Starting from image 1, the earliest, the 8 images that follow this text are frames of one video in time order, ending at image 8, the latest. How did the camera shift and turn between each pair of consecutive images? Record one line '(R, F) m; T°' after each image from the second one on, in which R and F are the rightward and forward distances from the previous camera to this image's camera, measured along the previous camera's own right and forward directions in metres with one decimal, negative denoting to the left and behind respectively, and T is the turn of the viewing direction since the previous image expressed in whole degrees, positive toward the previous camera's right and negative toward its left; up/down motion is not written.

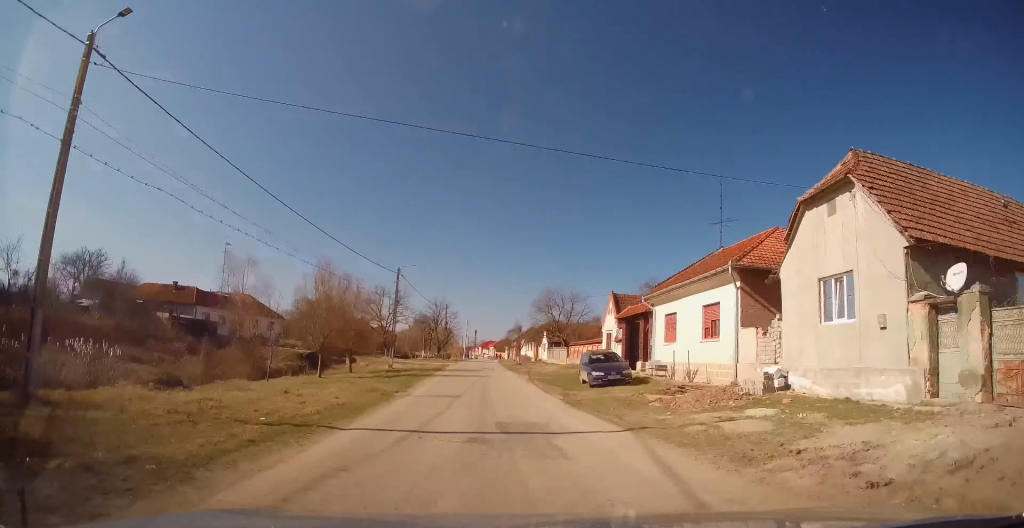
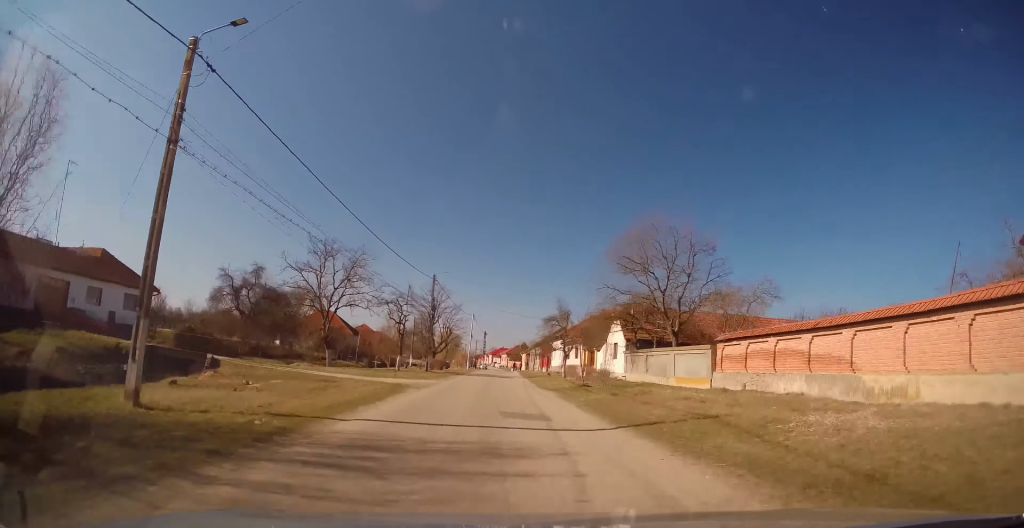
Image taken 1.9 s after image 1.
(-0.2, +34.2) m; -1°
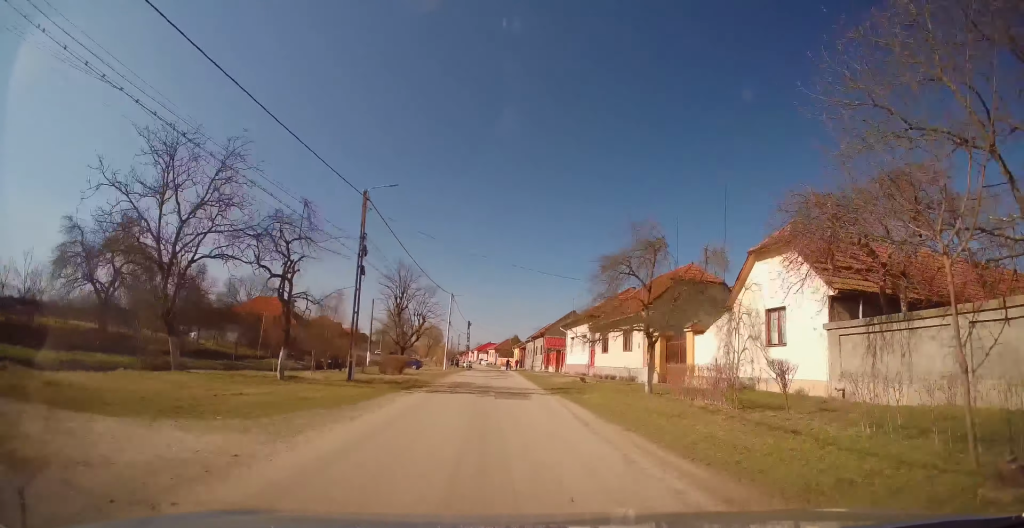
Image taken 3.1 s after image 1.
(+0.1, +22.8) m; +1°
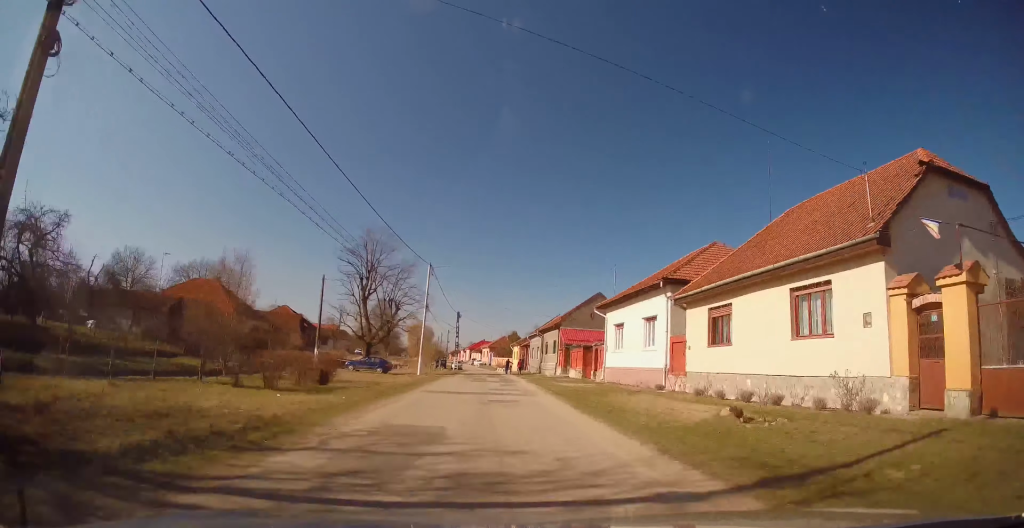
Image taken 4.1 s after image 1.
(-0.1, +18.2) m; +1°
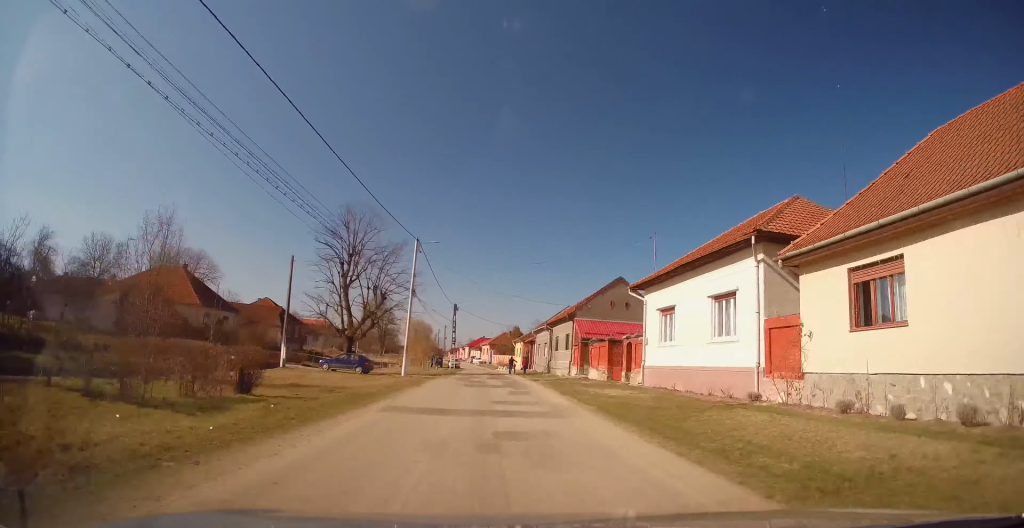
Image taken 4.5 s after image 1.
(+0.1, +7.8) m; 0°
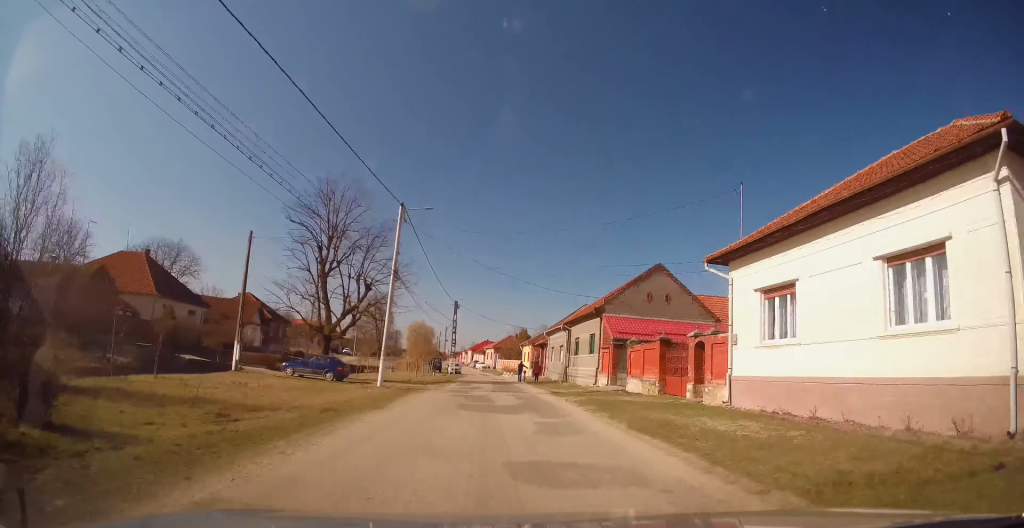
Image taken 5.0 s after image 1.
(+0.2, +8.4) m; 0°
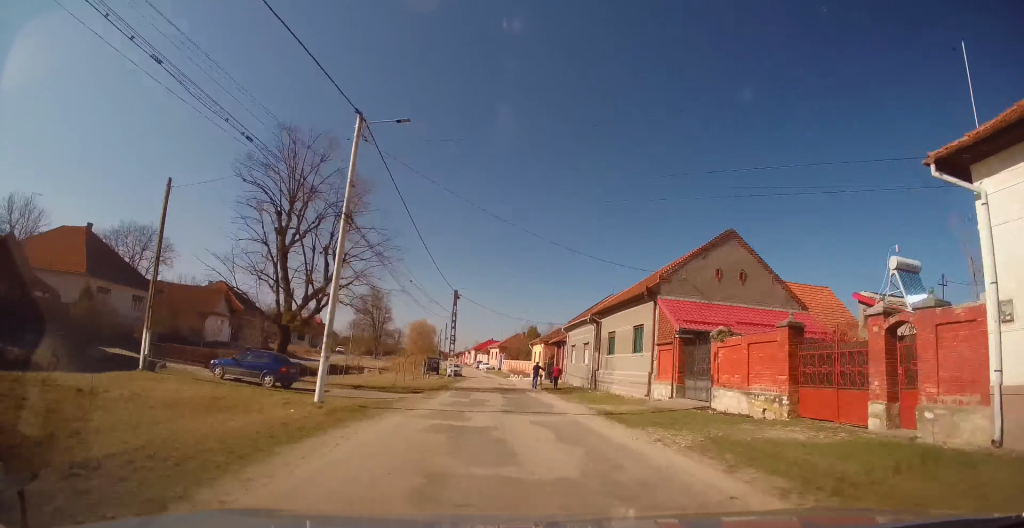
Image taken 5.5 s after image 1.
(-0.1, +9.6) m; 0°
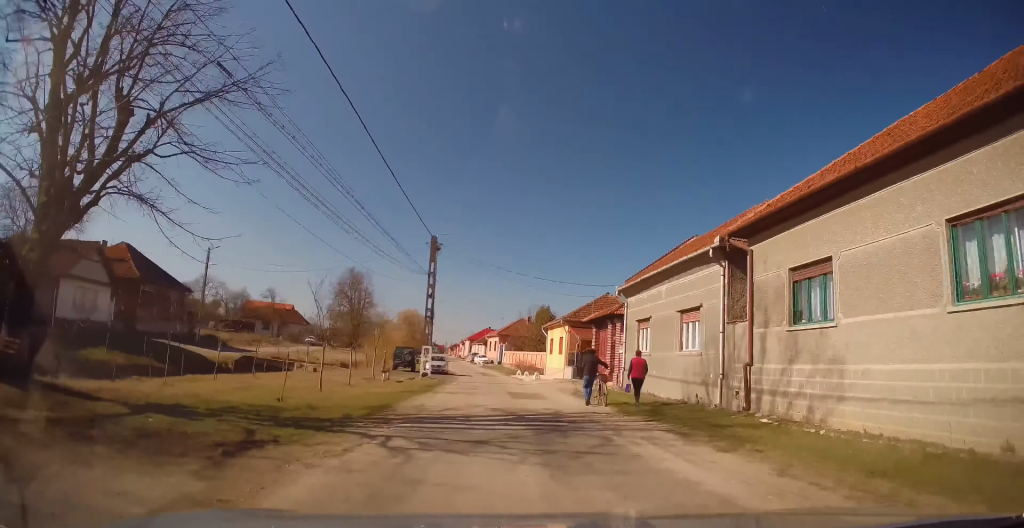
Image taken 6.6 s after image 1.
(0.0, +19.4) m; +1°
